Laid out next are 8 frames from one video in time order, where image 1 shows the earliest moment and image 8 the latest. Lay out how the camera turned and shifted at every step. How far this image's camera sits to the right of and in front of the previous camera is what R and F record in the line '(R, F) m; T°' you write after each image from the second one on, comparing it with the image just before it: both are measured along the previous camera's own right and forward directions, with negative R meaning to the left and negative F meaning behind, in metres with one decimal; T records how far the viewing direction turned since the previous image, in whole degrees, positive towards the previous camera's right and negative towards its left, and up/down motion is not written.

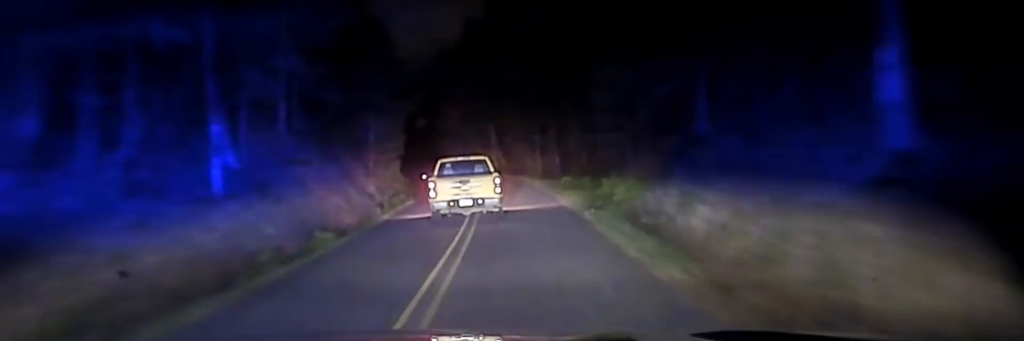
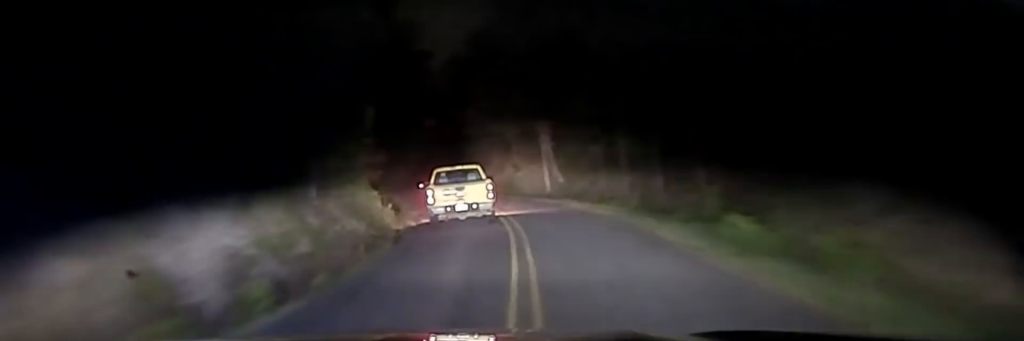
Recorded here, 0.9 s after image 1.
(-0.6, +29.3) m; -3°
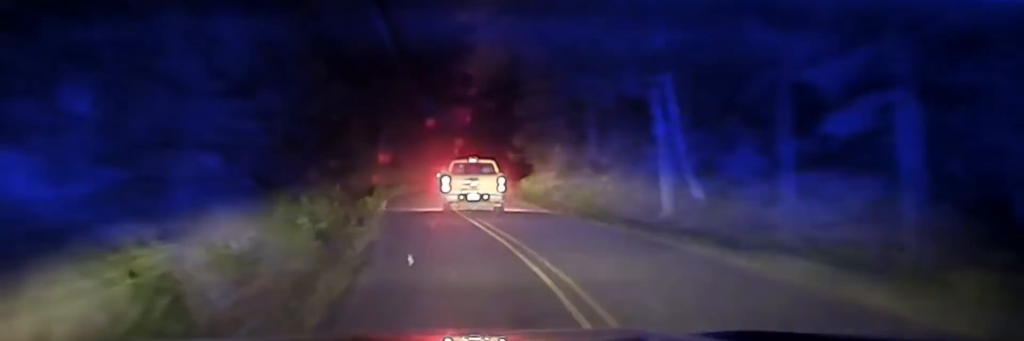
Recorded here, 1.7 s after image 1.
(-0.8, +26.1) m; -2°
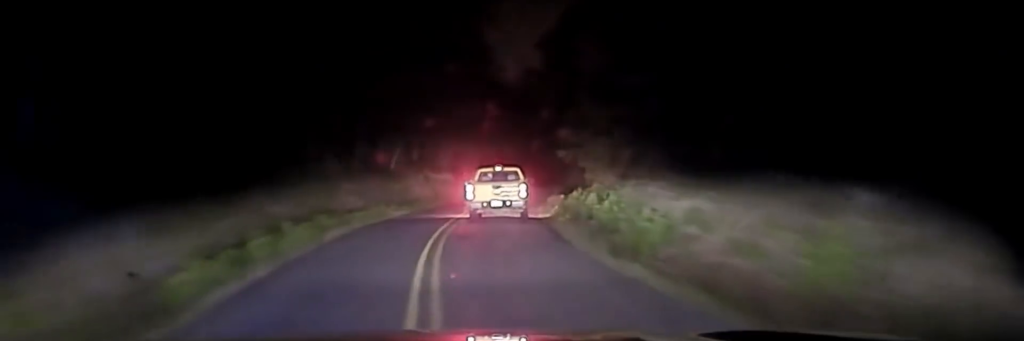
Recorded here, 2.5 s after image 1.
(-0.4, +26.7) m; -1°
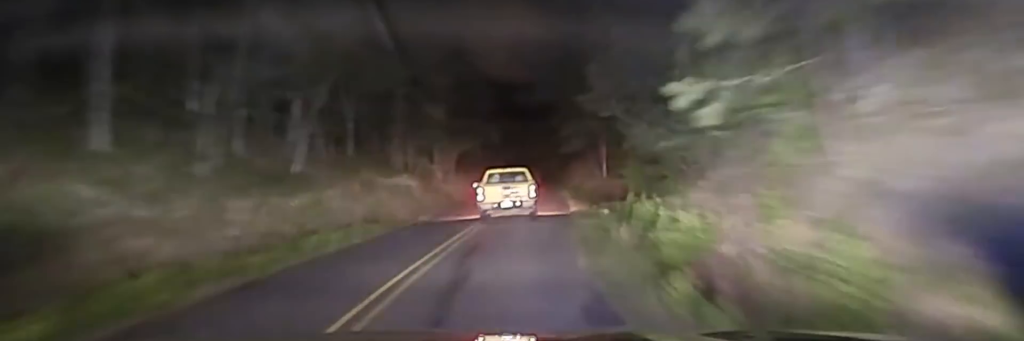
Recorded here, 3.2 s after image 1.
(-0.1, +24.4) m; +1°
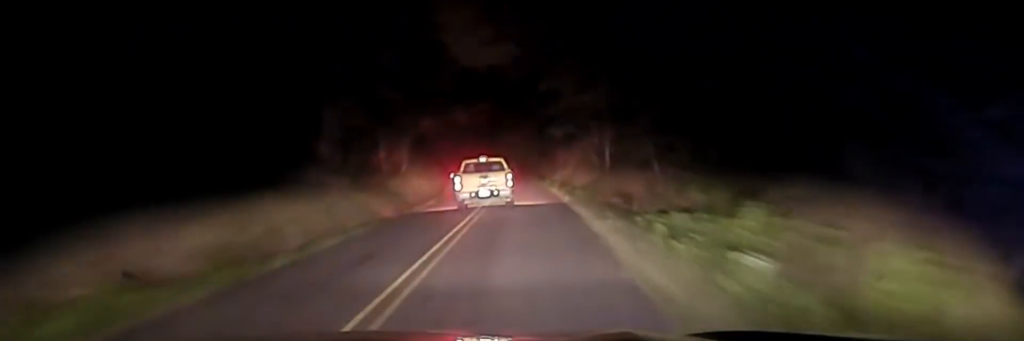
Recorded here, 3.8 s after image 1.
(+0.3, +17.7) m; +1°
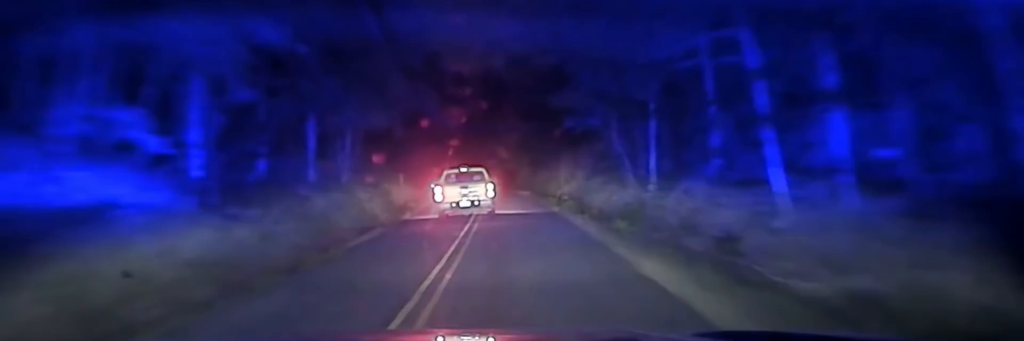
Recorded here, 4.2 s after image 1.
(+0.1, +16.3) m; 0°
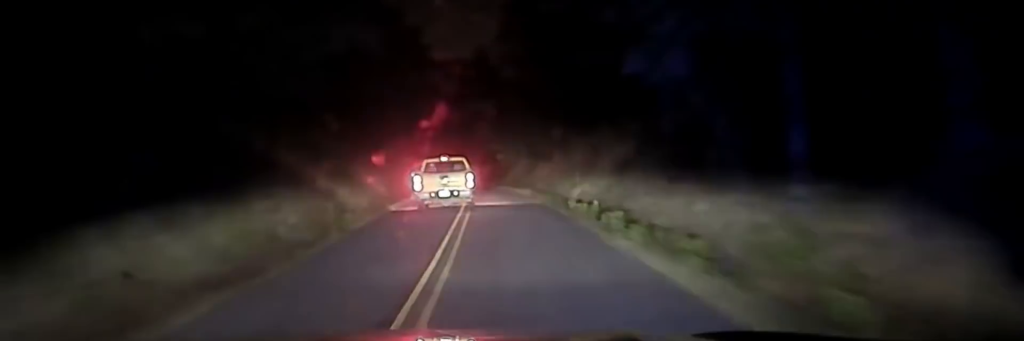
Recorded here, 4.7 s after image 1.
(0.0, +16.3) m; 0°
